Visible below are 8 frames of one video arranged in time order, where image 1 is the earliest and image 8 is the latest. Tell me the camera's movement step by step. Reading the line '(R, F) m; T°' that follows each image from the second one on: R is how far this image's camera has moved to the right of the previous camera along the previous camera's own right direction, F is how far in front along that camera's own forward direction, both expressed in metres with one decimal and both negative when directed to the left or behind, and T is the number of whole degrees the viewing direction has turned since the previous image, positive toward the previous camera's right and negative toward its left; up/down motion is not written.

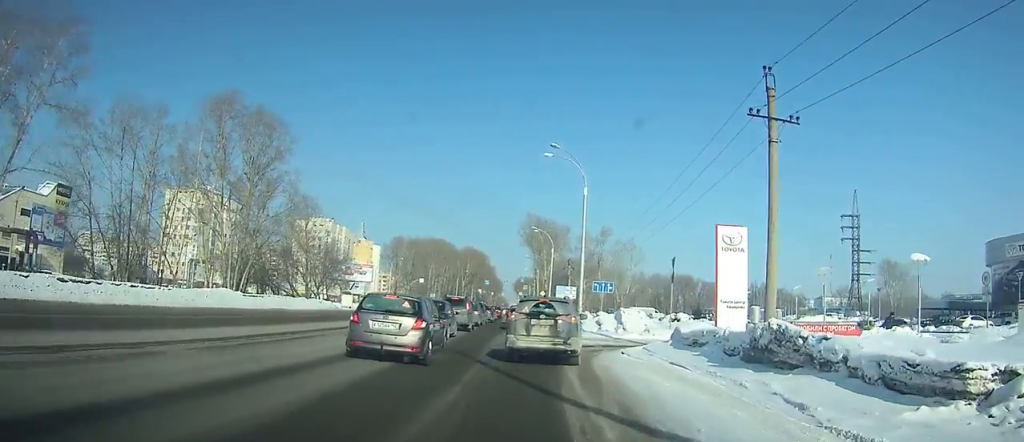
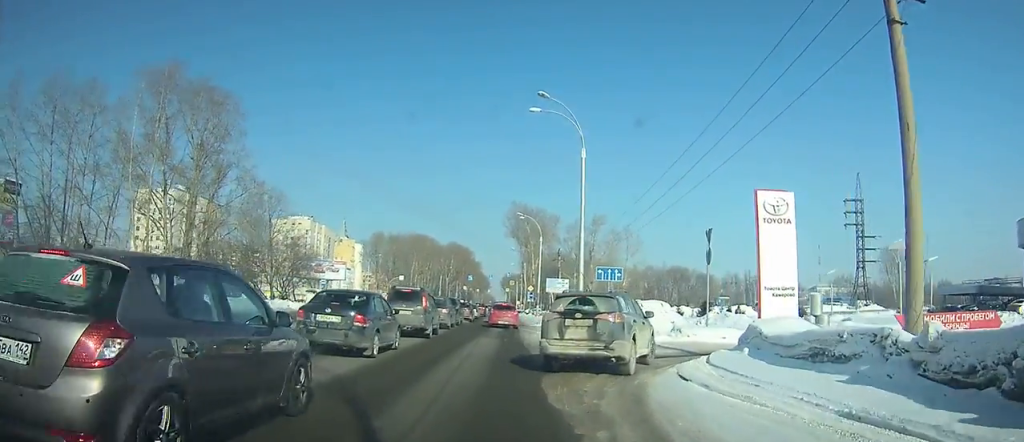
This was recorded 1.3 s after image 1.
(0.0, +6.7) m; 0°
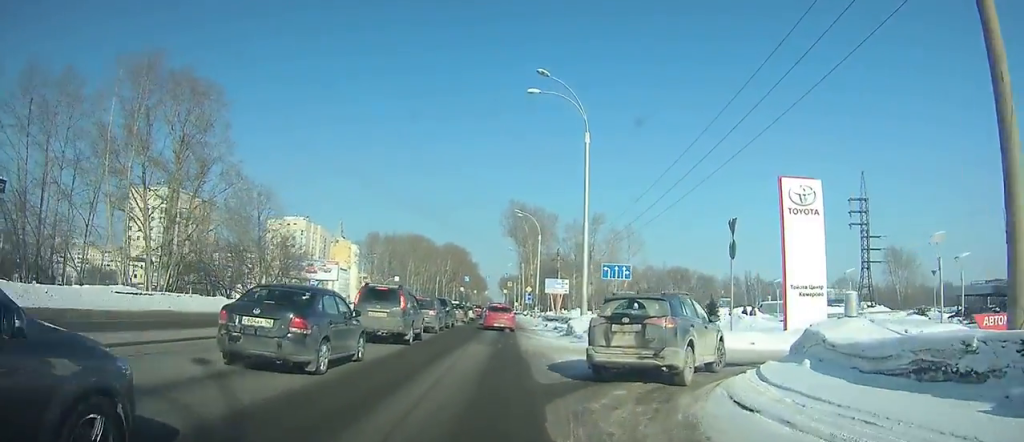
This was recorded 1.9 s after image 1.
(0.0, +2.5) m; 0°
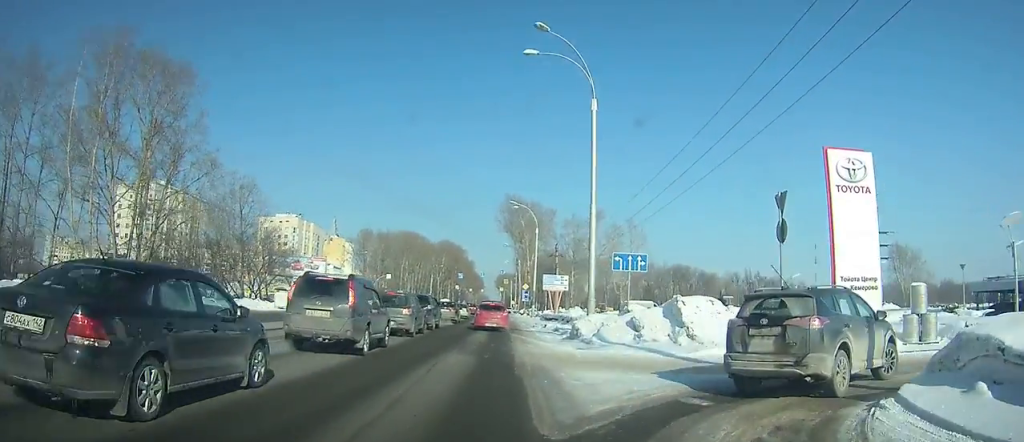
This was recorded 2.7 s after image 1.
(0.0, +3.5) m; 0°
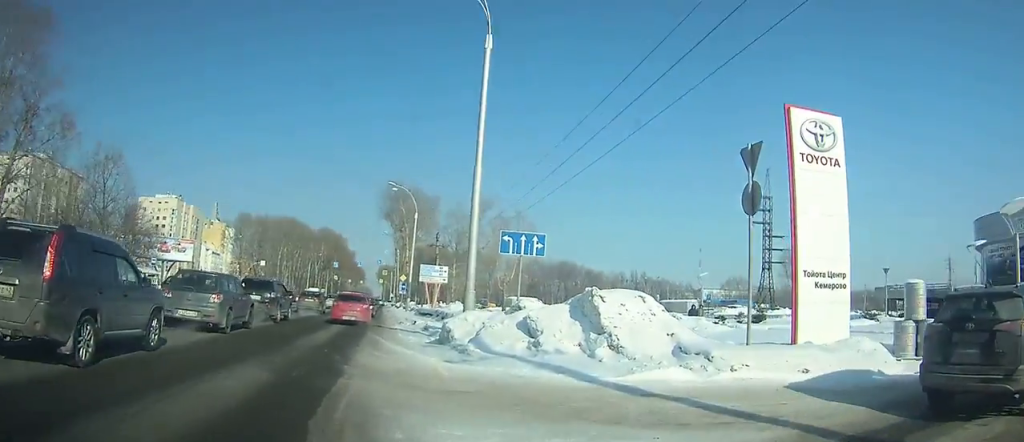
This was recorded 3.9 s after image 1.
(+0.1, +4.3) m; +15°
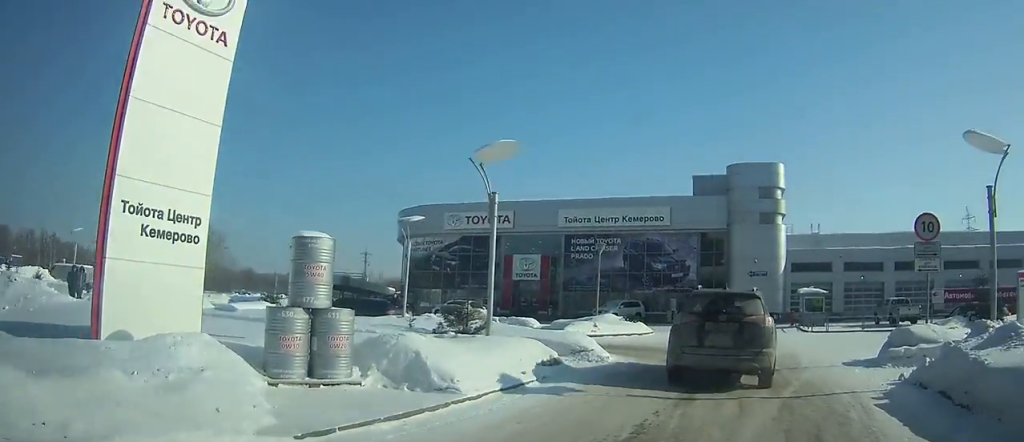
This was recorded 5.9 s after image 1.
(+2.8, +5.0) m; +53°
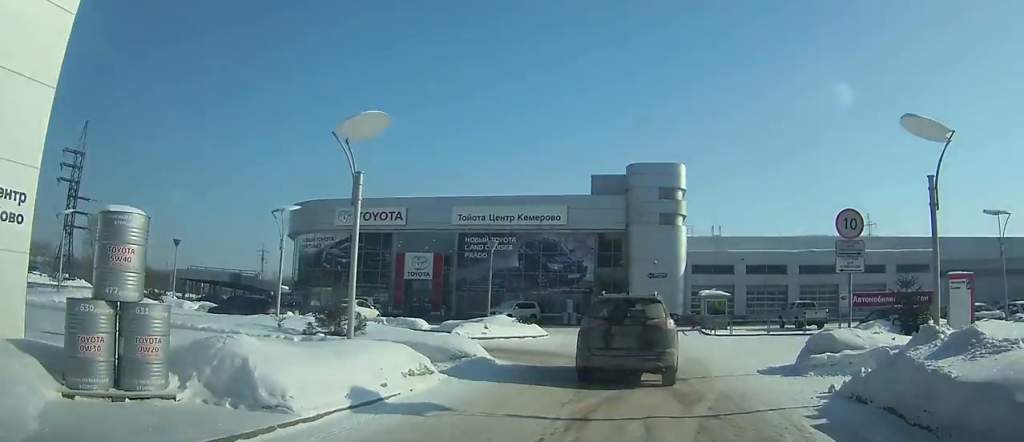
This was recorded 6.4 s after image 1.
(+0.2, +1.4) m; +6°
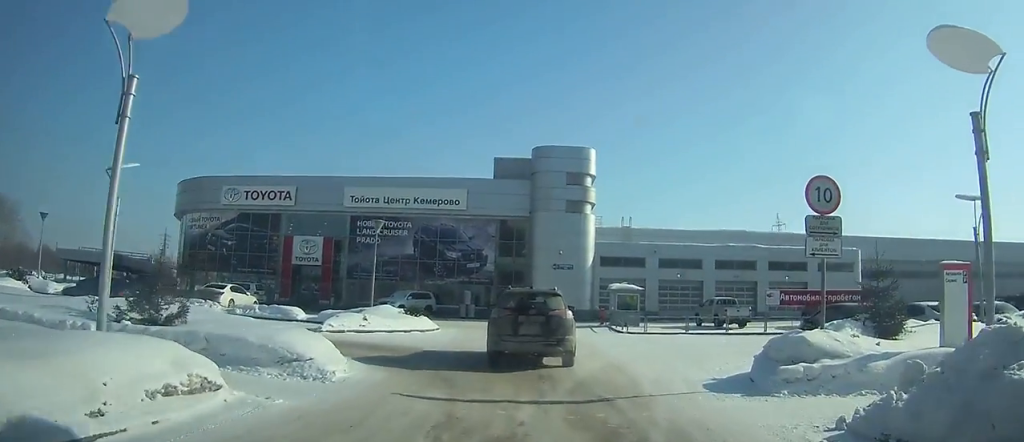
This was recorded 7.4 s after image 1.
(+0.3, +2.9) m; +11°
